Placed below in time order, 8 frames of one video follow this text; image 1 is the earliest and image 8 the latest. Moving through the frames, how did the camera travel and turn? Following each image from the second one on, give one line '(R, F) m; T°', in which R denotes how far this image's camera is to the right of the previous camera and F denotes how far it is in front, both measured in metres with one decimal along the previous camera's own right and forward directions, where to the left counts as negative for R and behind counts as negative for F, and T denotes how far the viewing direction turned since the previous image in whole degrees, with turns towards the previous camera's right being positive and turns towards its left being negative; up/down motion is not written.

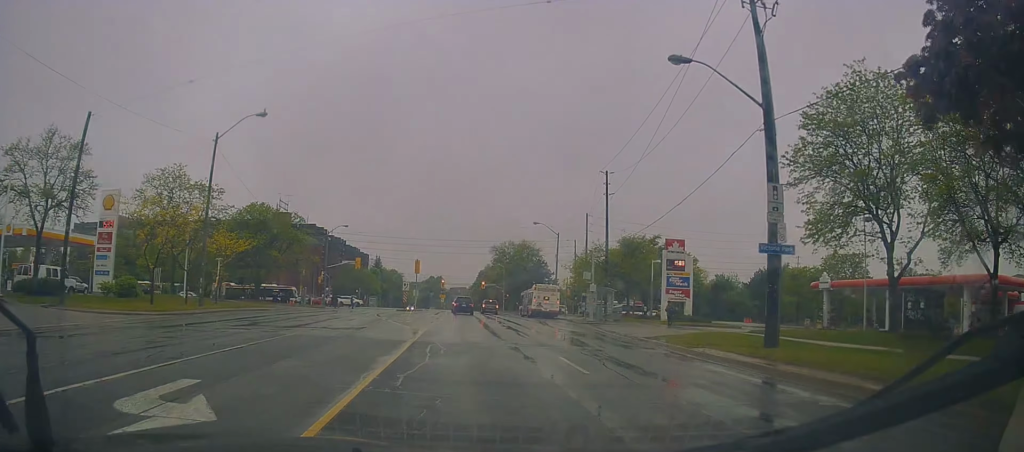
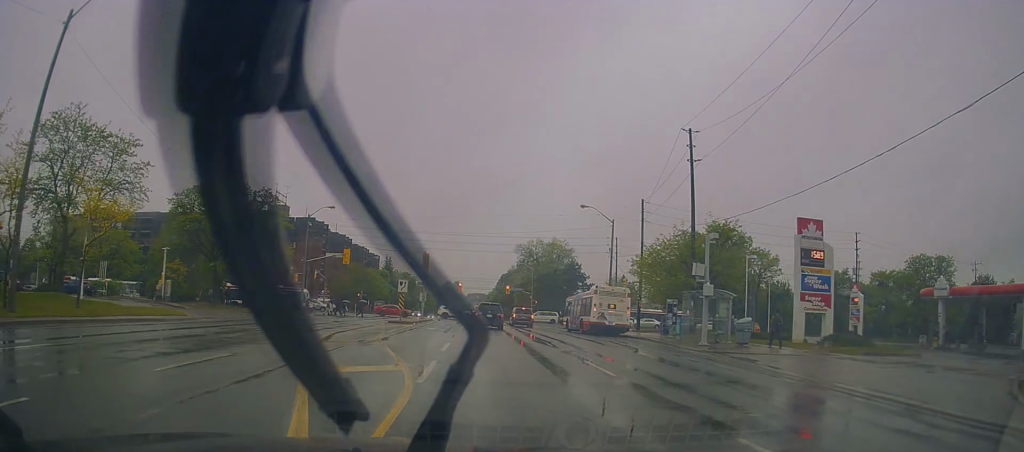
(-0.4, +17.5) m; +1°
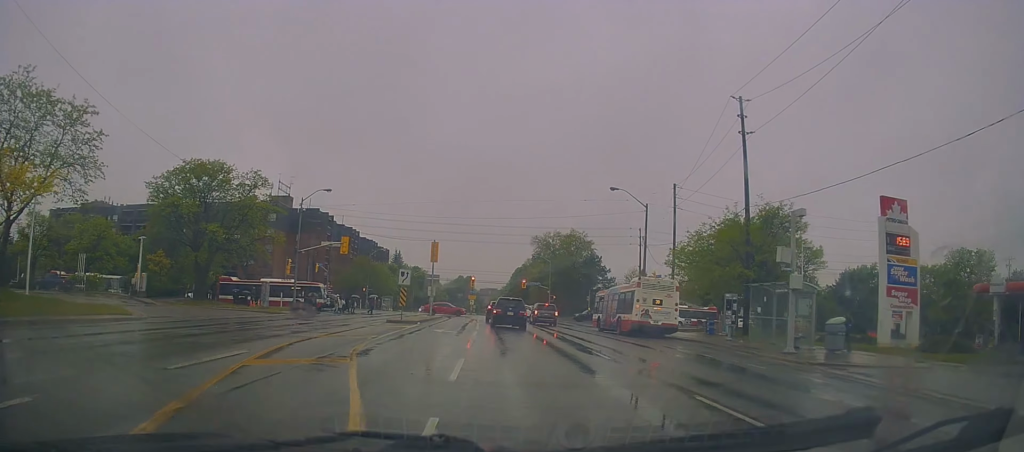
(+0.5, +6.3) m; +1°
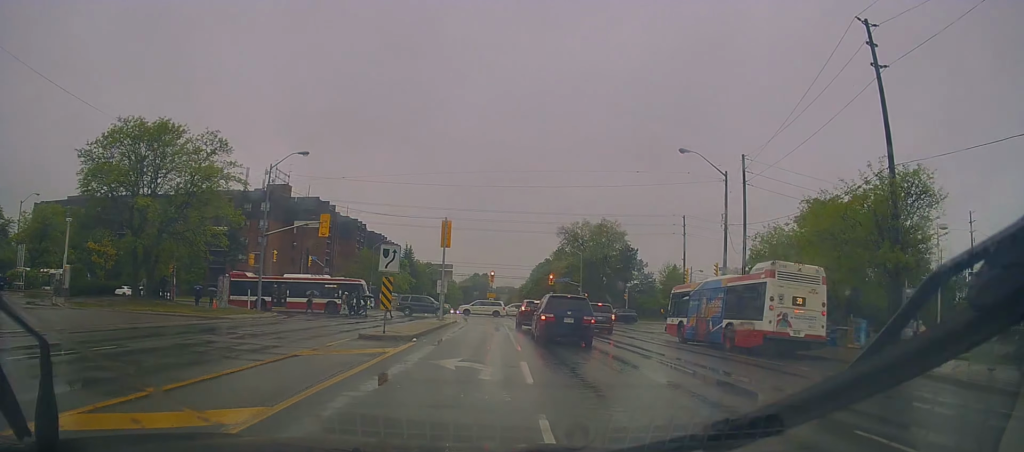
(-0.9, +11.8) m; -7°
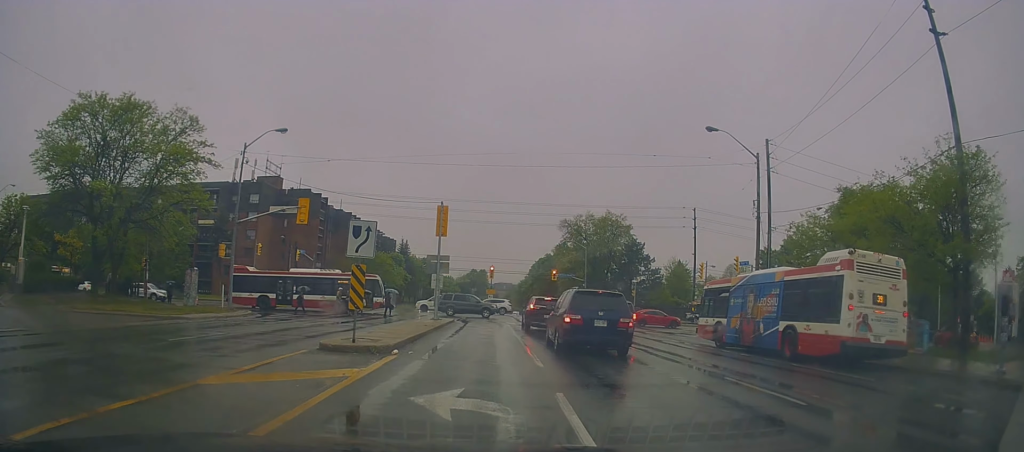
(-0.3, +4.5) m; 0°
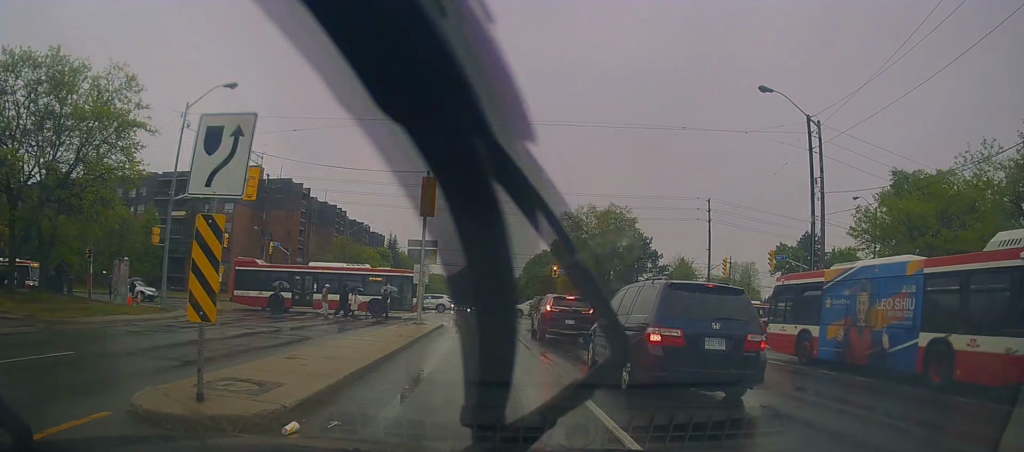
(+0.1, +6.9) m; +4°
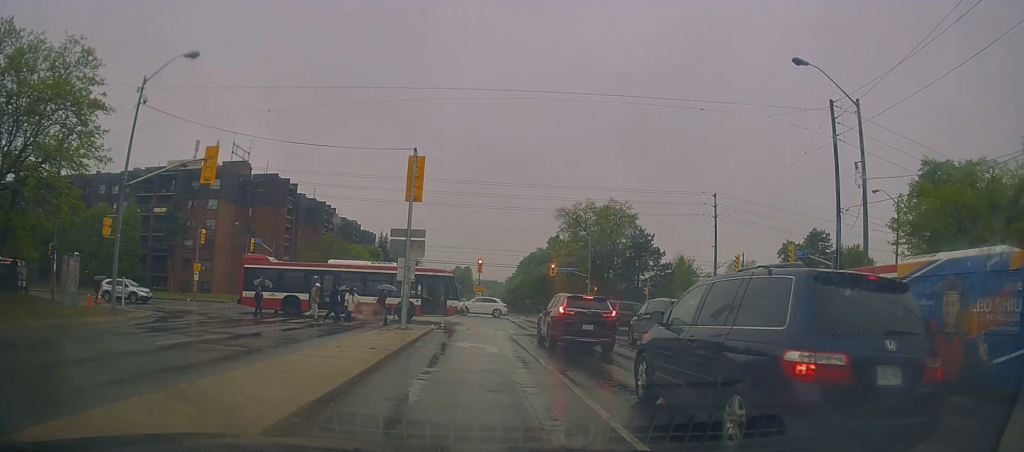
(+0.1, +3.5) m; +4°
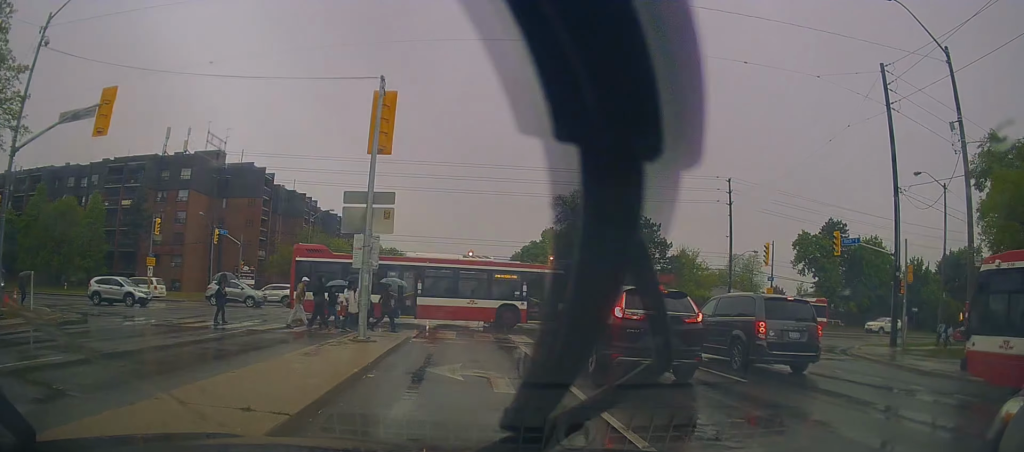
(+0.4, +6.6) m; -1°
